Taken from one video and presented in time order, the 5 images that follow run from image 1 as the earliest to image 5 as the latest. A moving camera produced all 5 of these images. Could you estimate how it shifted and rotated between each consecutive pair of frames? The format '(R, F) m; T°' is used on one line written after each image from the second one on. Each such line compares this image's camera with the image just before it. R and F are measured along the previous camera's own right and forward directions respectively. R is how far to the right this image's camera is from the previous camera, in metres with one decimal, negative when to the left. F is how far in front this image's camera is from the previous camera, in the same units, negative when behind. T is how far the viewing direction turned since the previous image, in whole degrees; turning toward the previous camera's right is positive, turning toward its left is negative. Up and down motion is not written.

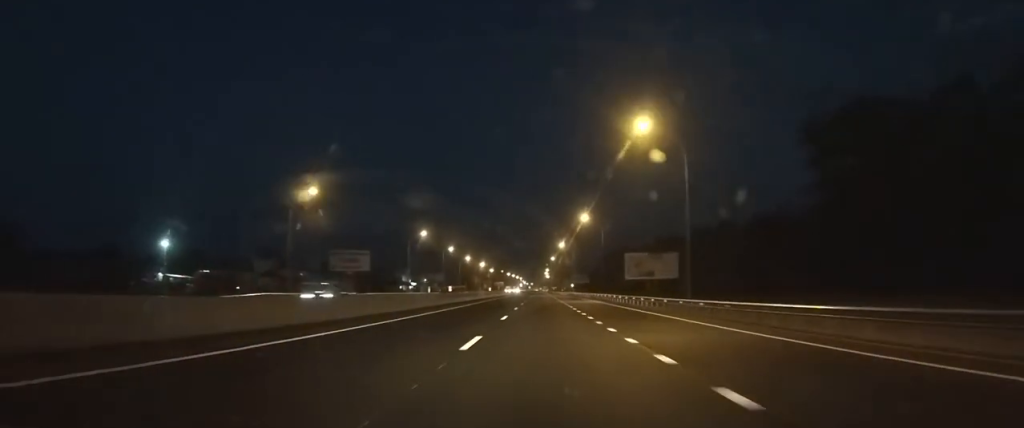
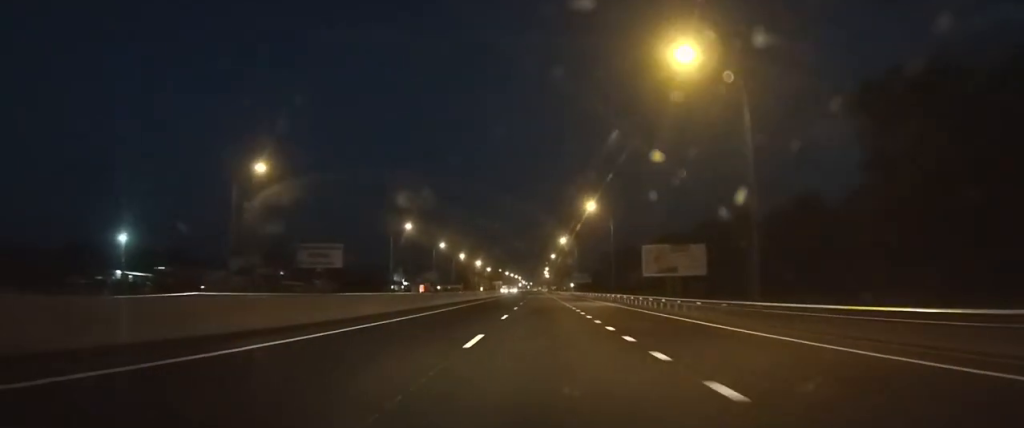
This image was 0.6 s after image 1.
(0.0, +8.3) m; 0°
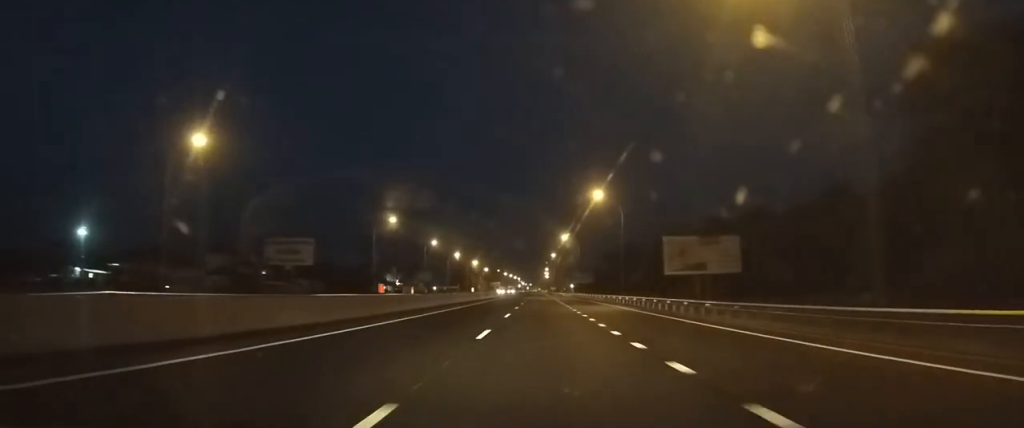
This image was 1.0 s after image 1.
(0.0, +6.9) m; 0°
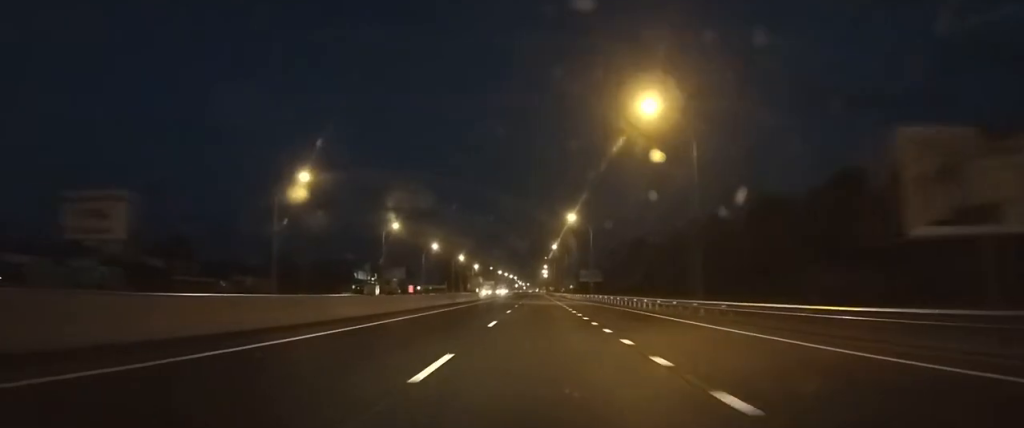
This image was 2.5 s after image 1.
(0.0, +26.3) m; 0°
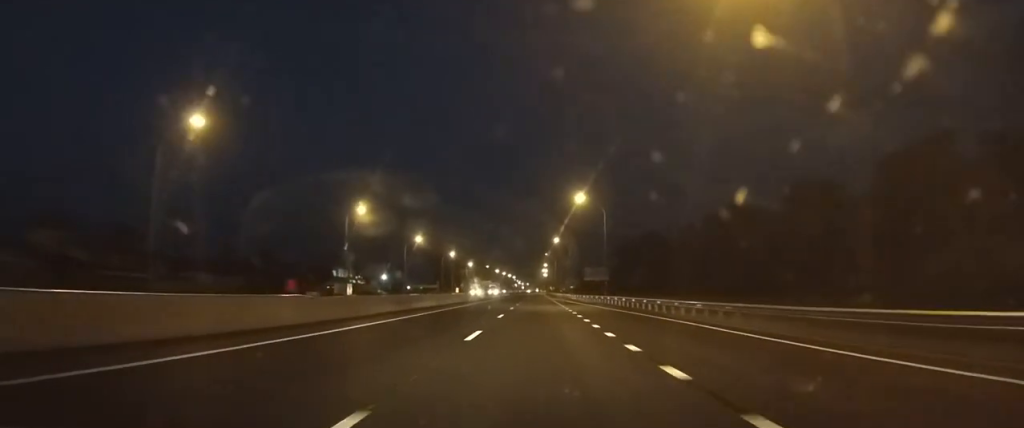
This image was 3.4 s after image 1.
(0.0, +17.1) m; 0°
